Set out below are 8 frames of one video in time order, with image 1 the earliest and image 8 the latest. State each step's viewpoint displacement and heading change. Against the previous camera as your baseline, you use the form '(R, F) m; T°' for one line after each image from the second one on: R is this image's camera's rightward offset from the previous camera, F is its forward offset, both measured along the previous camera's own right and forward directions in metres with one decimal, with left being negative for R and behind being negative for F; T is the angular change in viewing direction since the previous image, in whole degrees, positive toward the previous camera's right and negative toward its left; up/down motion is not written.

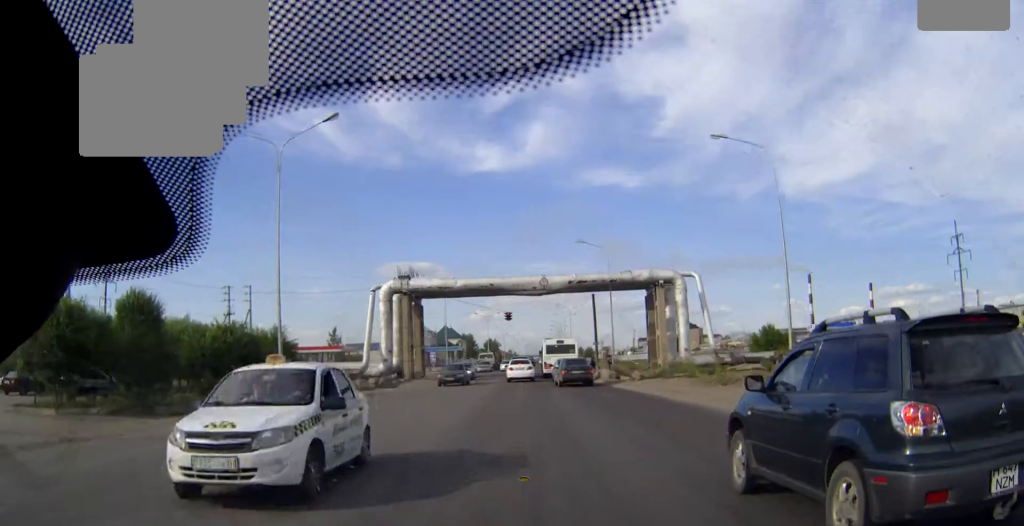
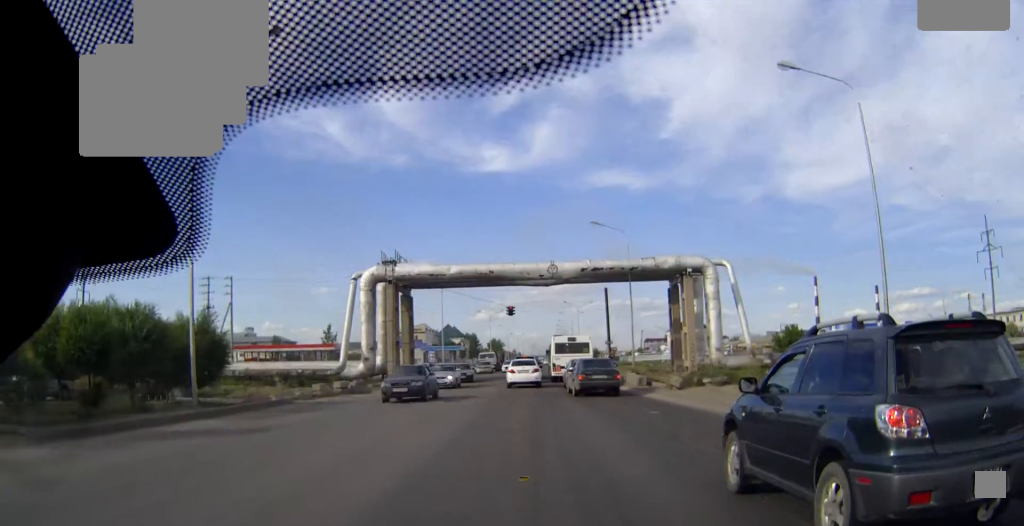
(0.0, +9.6) m; -1°
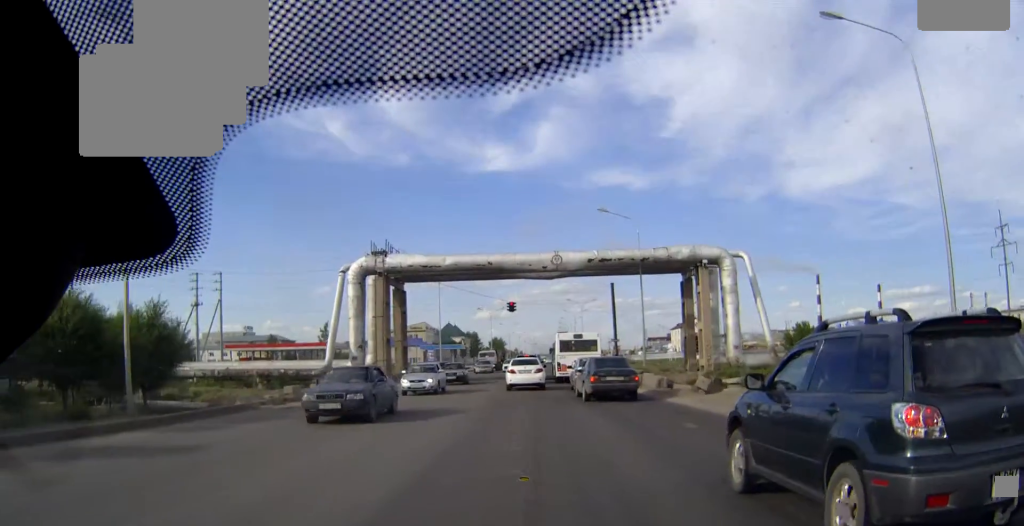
(0.0, +4.7) m; 0°
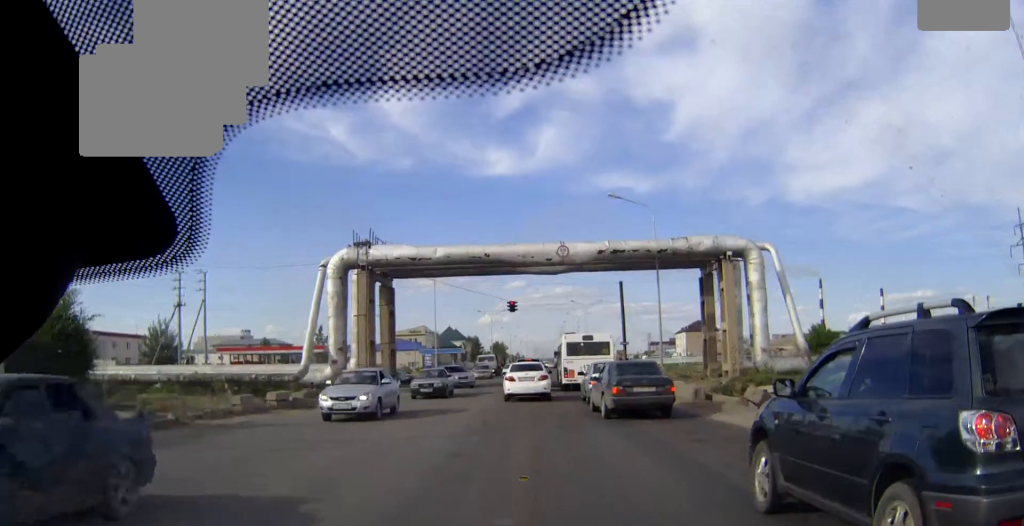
(0.0, +6.2) m; 0°
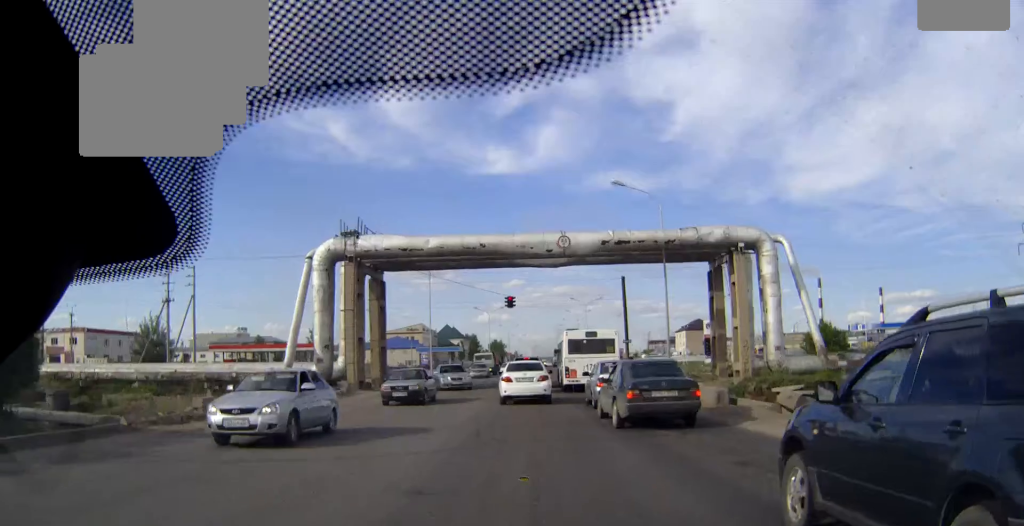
(0.0, +3.0) m; 0°
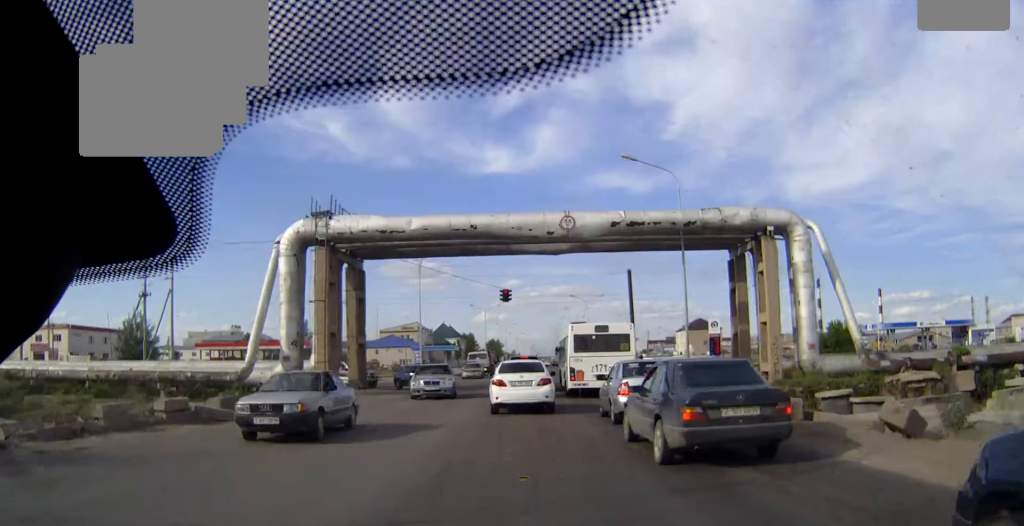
(0.0, +6.0) m; 0°
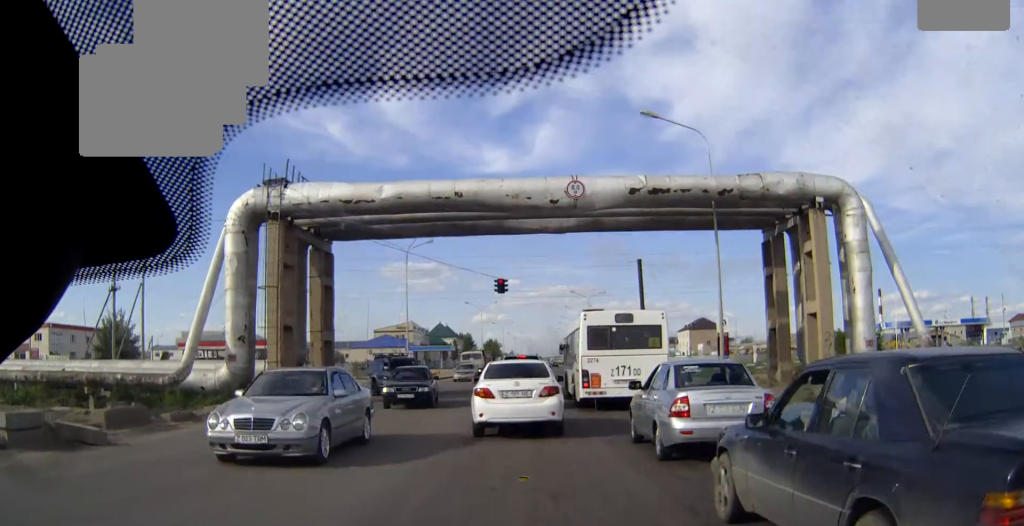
(0.0, +7.4) m; 0°
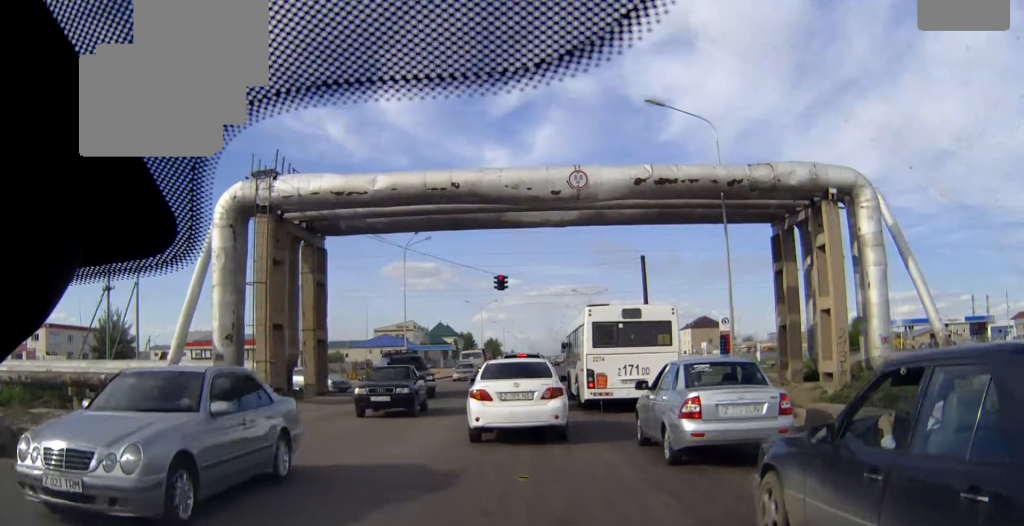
(0.0, +1.5) m; 0°
